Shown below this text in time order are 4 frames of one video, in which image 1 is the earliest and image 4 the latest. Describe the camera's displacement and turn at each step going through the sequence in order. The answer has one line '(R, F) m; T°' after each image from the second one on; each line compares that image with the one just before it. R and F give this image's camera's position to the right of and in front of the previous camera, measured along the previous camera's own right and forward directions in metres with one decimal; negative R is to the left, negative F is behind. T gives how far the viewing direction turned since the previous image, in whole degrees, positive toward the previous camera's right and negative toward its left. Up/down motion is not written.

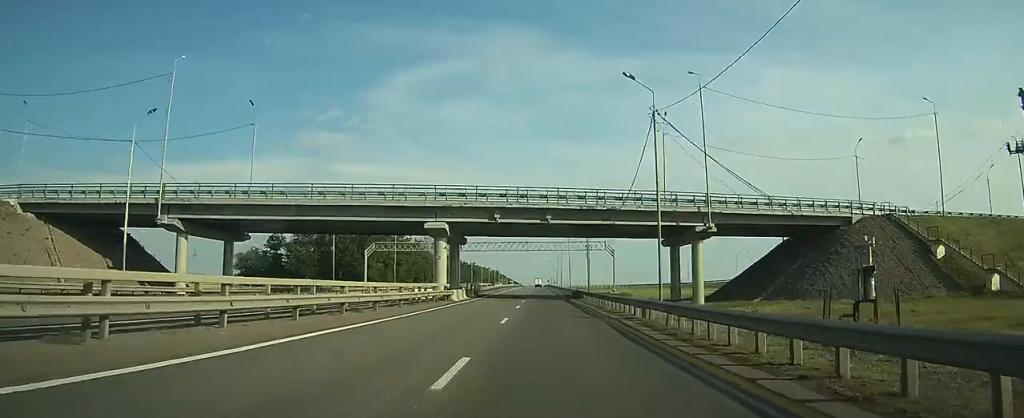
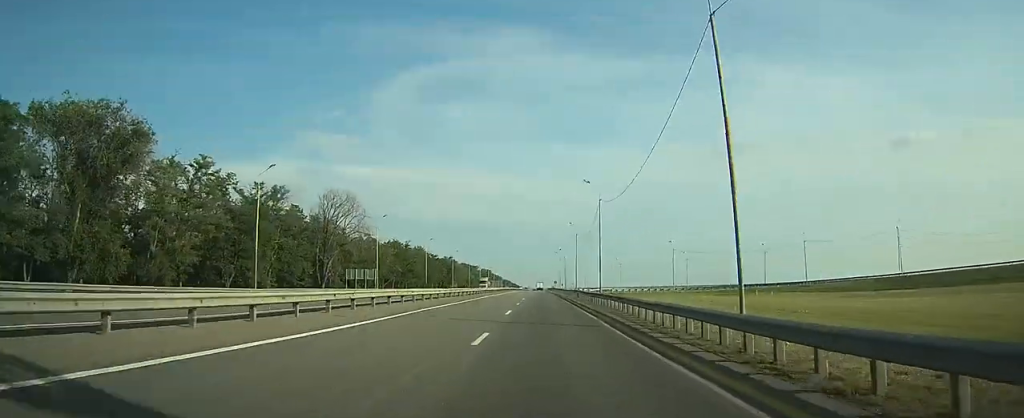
(-0.1, +92.9) m; 0°
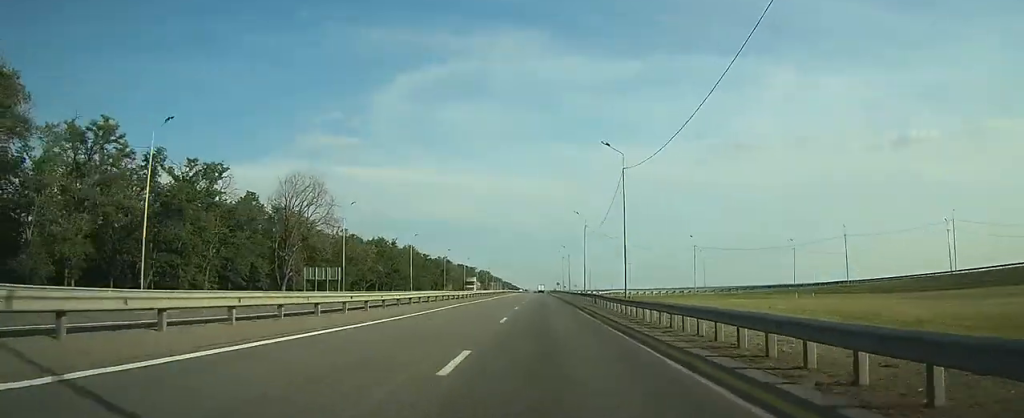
(+0.1, +16.4) m; 0°
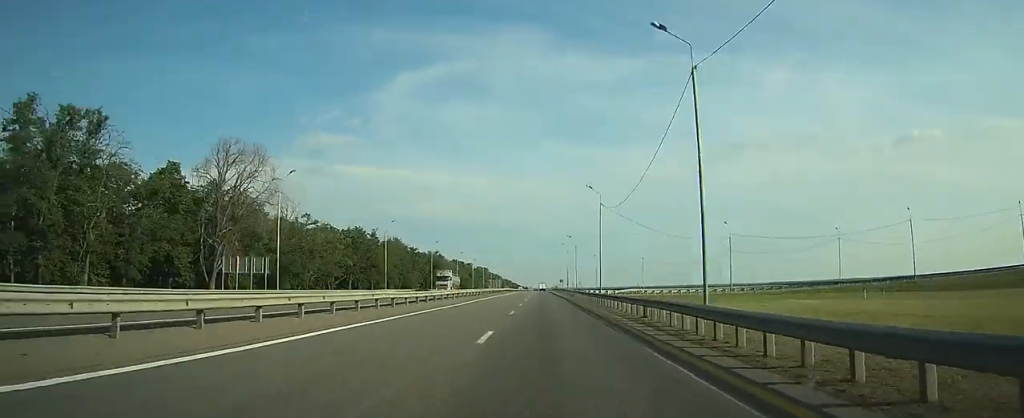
(0.0, +19.7) m; 0°
